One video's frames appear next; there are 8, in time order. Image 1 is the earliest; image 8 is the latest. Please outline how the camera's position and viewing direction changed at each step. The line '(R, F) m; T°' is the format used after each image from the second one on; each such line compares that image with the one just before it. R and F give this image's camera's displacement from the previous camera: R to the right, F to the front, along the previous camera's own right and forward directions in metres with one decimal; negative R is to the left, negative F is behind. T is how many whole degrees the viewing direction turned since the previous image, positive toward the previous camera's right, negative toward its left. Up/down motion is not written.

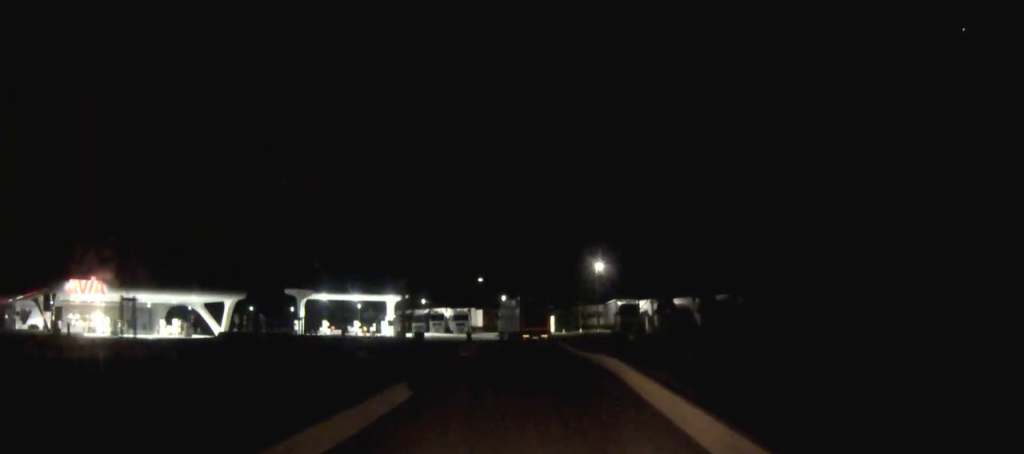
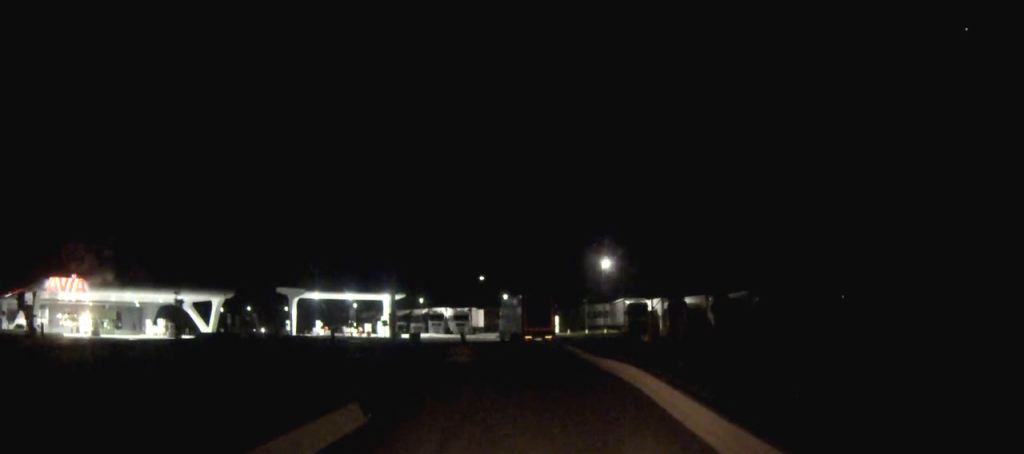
(0.0, +4.5) m; -1°
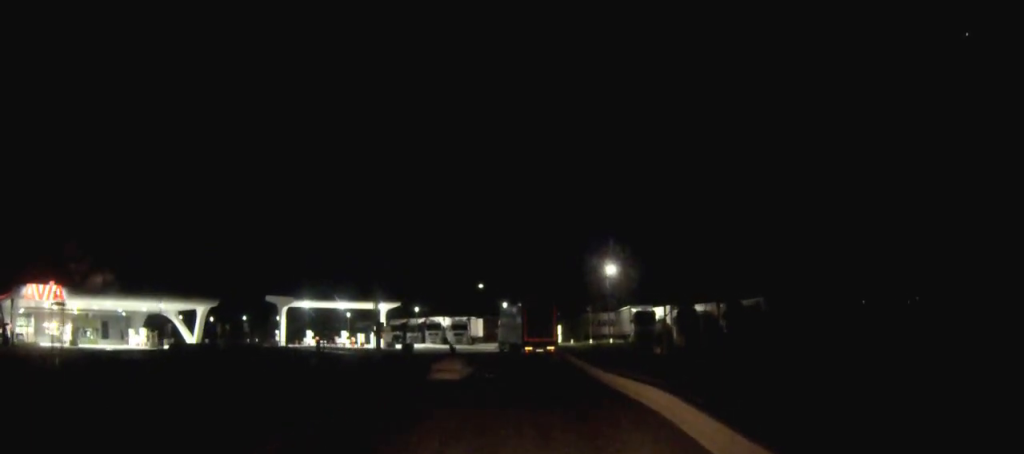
(0.0, +4.5) m; -1°
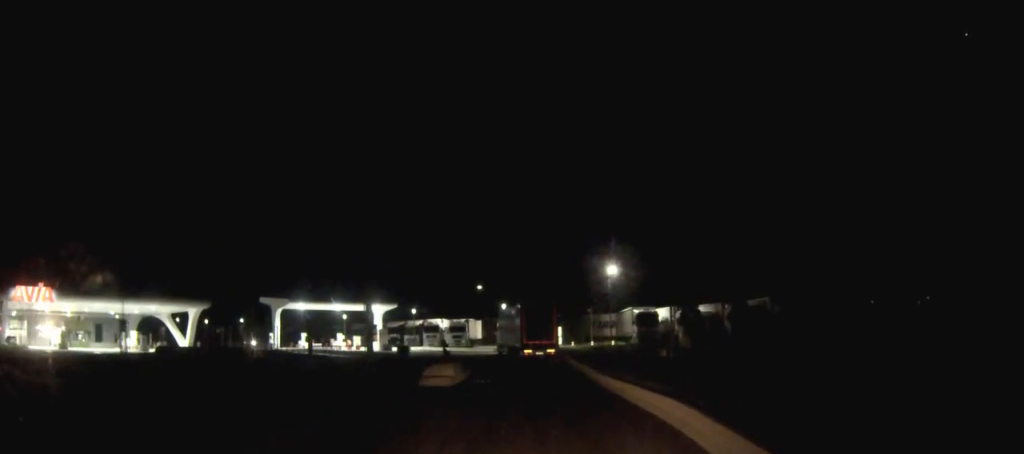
(0.0, +2.0) m; 0°
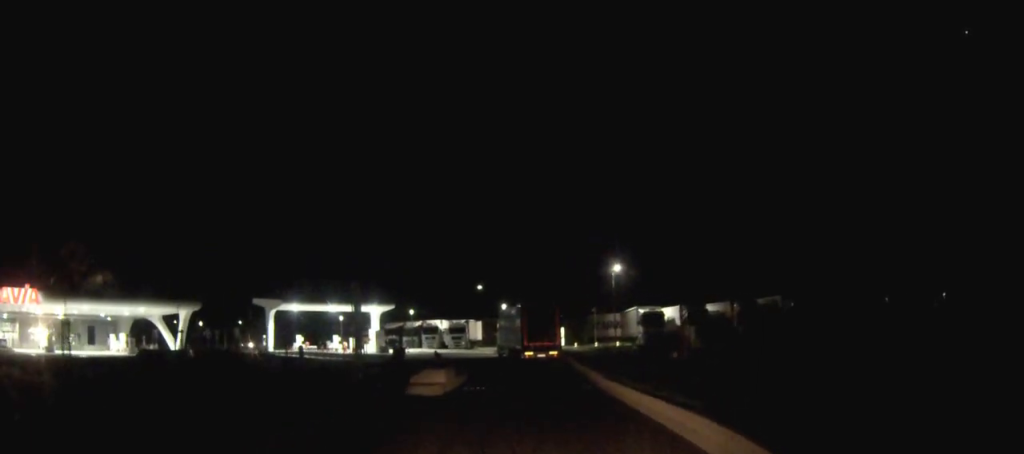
(-0.1, +2.7) m; 0°
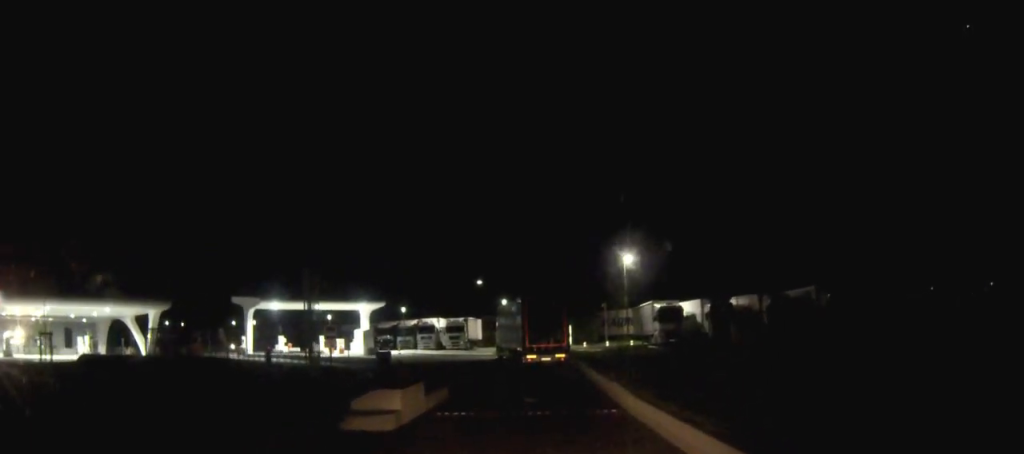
(0.0, +7.6) m; -1°
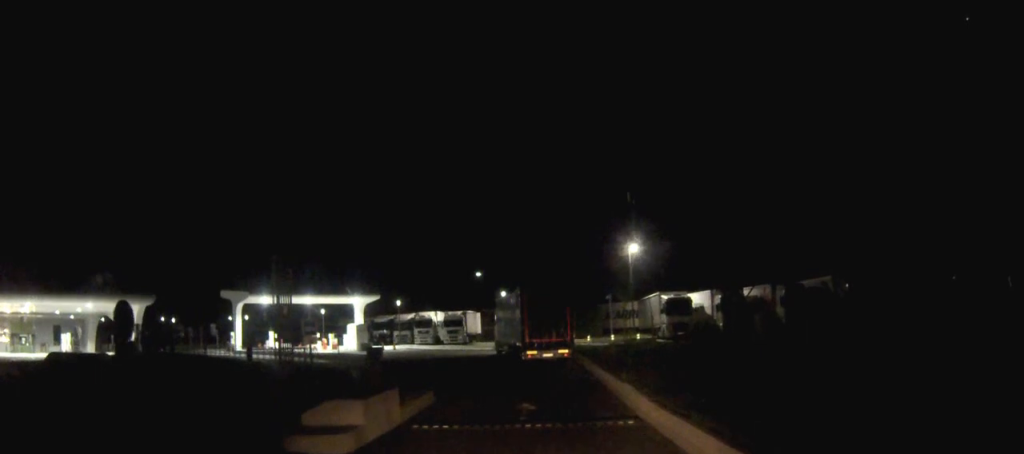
(0.0, +3.3) m; +1°
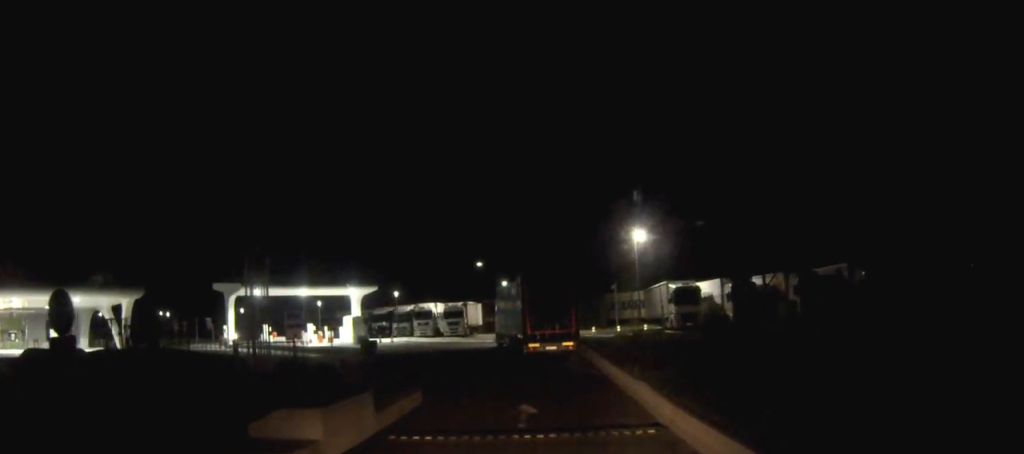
(+0.1, +2.5) m; +2°
